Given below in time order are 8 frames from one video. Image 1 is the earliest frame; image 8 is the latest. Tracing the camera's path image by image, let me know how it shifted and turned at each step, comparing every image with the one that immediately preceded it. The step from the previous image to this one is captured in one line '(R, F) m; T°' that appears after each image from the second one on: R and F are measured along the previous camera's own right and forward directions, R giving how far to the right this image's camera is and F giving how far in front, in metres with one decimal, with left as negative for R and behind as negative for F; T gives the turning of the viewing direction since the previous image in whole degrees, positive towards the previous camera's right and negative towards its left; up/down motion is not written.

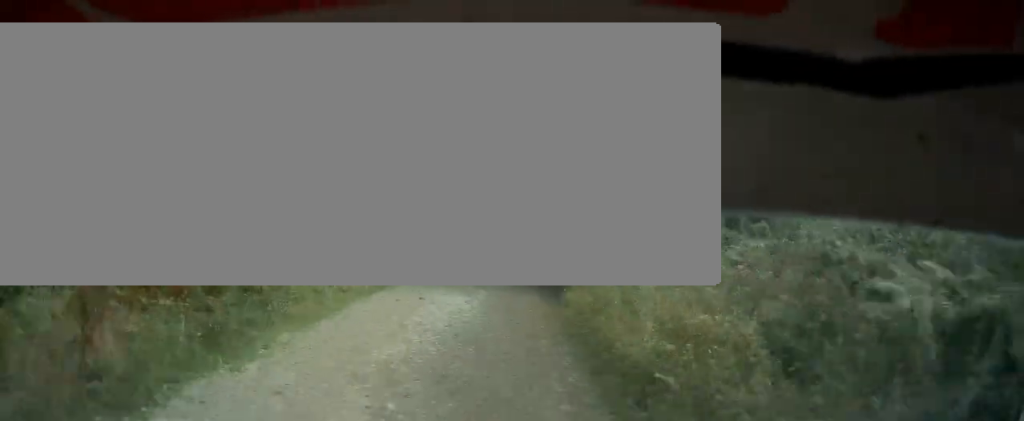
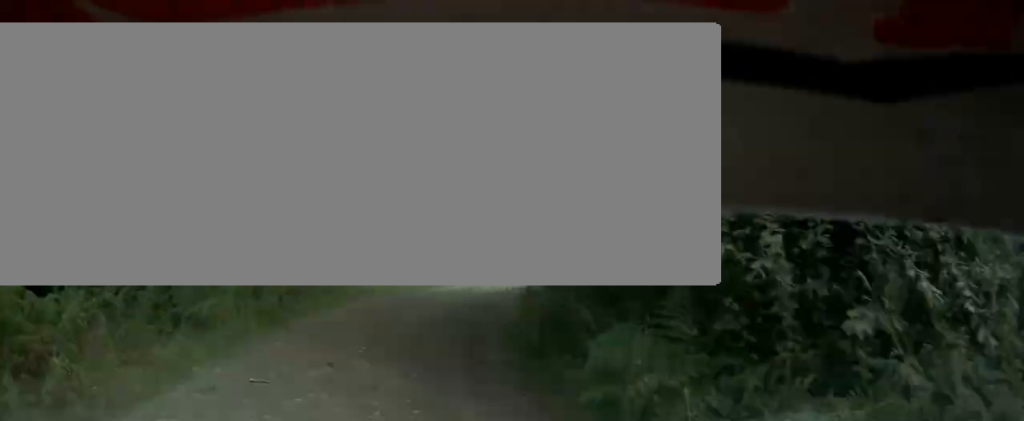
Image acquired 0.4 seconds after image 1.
(-0.2, +10.2) m; +5°
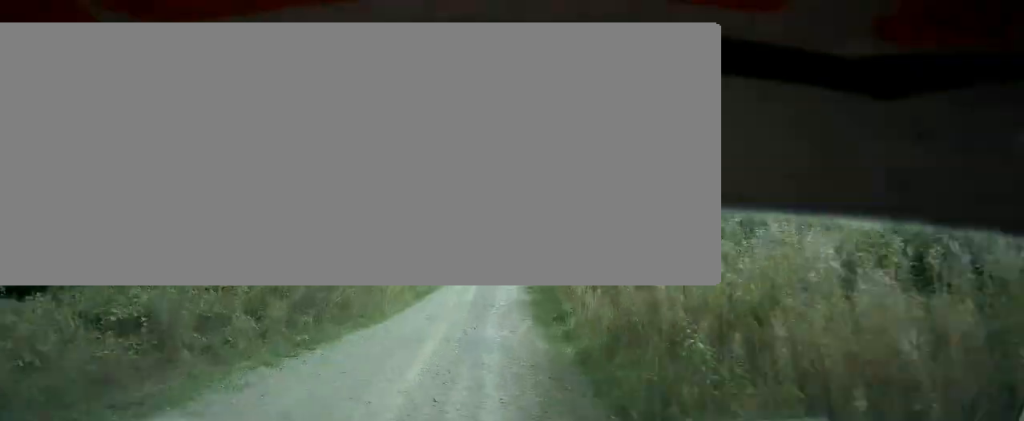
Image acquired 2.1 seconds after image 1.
(+8.1, +40.9) m; +14°
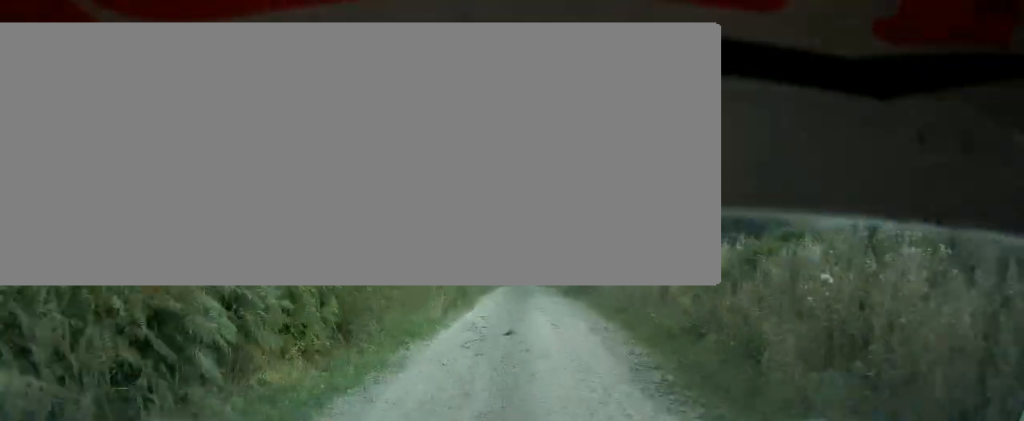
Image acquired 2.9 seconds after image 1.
(+0.3, +20.8) m; +2°
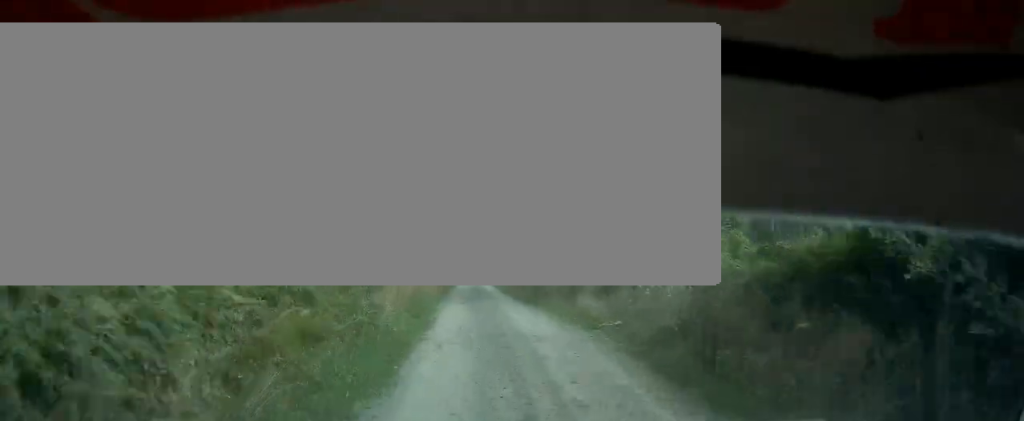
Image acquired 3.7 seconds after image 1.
(+0.2, +18.3) m; +1°
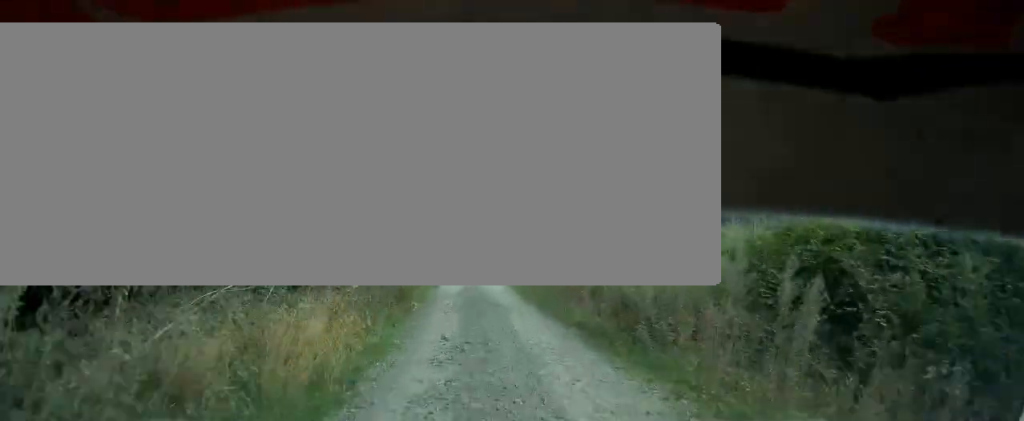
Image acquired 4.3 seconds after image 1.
(+0.3, +14.7) m; 0°
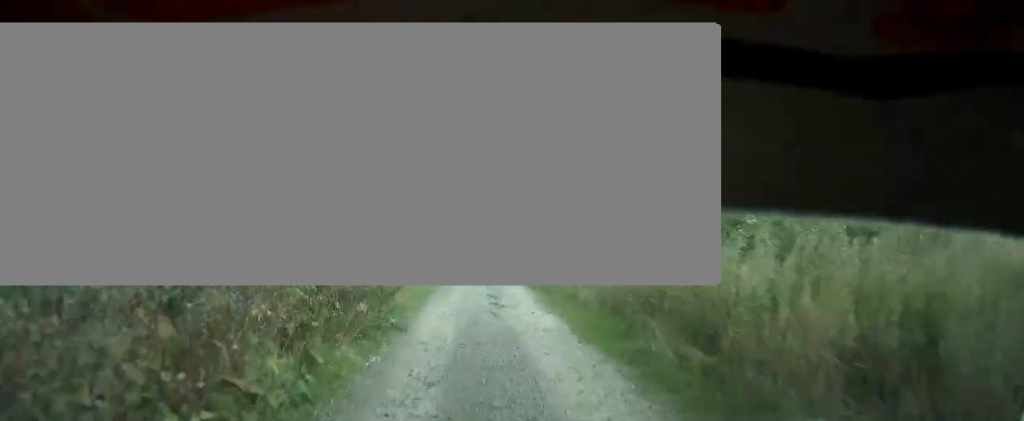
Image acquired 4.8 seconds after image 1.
(-0.2, +11.2) m; 0°
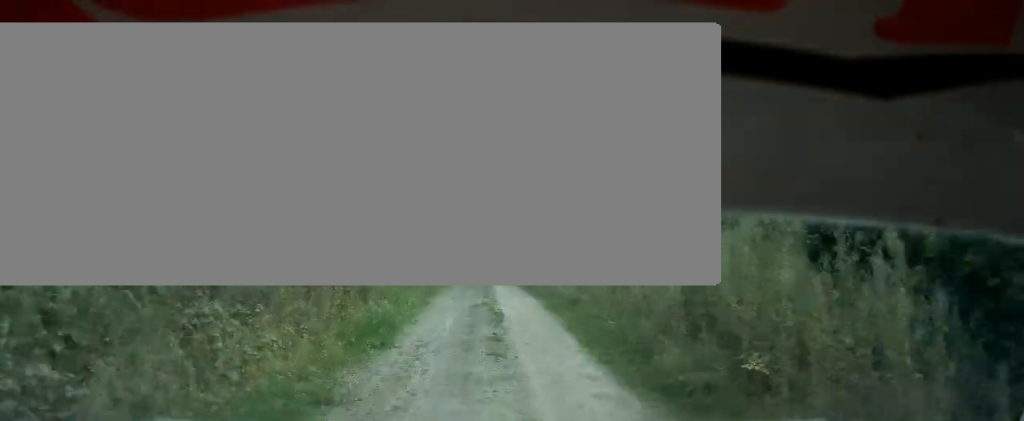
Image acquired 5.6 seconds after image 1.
(-0.1, +17.0) m; 0°
